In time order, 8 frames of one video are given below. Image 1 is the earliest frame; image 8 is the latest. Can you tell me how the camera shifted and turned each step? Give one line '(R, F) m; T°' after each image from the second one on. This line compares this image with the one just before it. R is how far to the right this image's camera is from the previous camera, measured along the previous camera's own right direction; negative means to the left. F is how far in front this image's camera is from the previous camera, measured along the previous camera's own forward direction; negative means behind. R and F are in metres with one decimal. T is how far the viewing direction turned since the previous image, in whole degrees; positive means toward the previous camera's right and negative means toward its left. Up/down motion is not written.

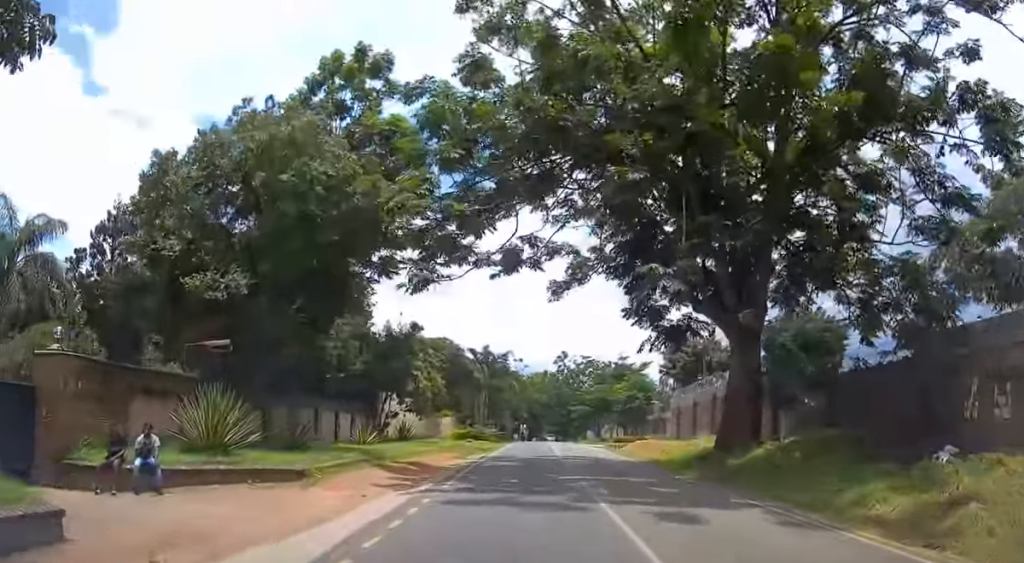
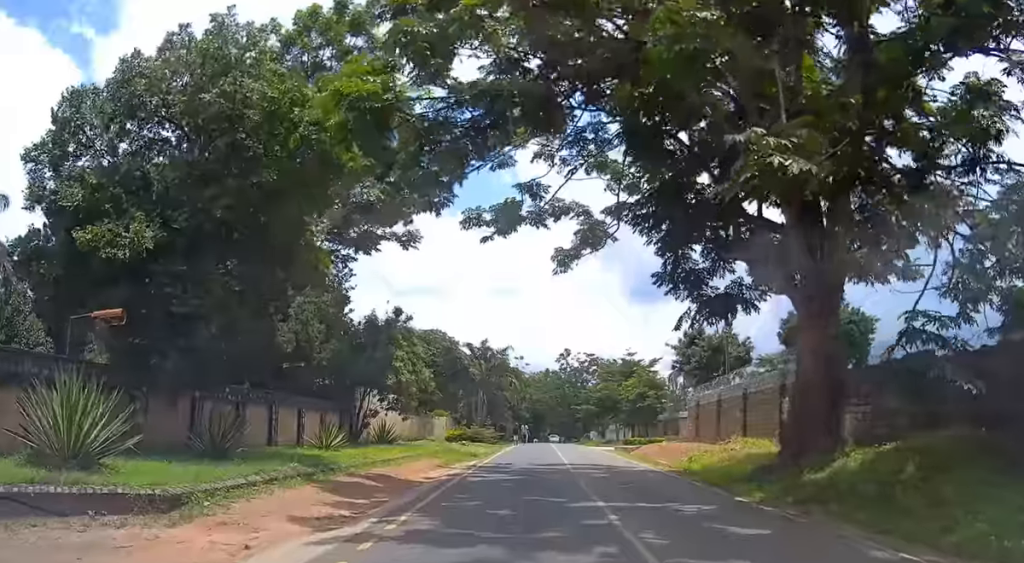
(-0.1, +5.6) m; +1°
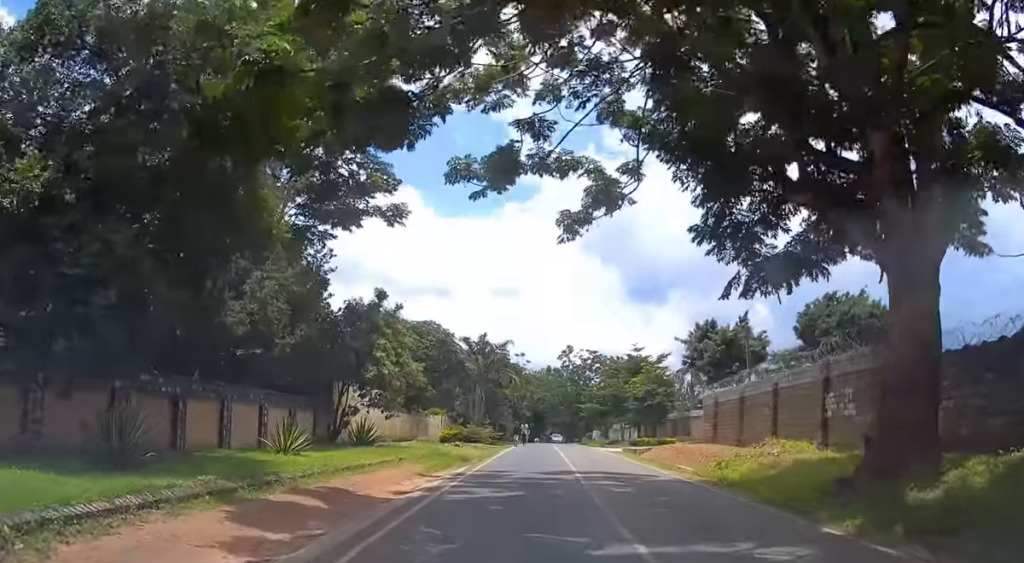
(0.0, +4.2) m; 0°
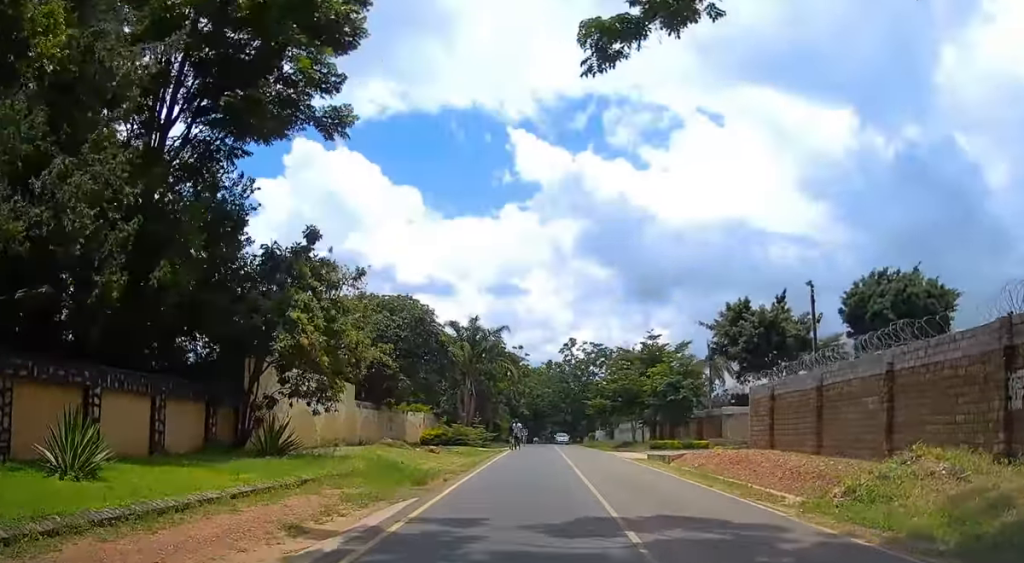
(+0.1, +10.2) m; 0°
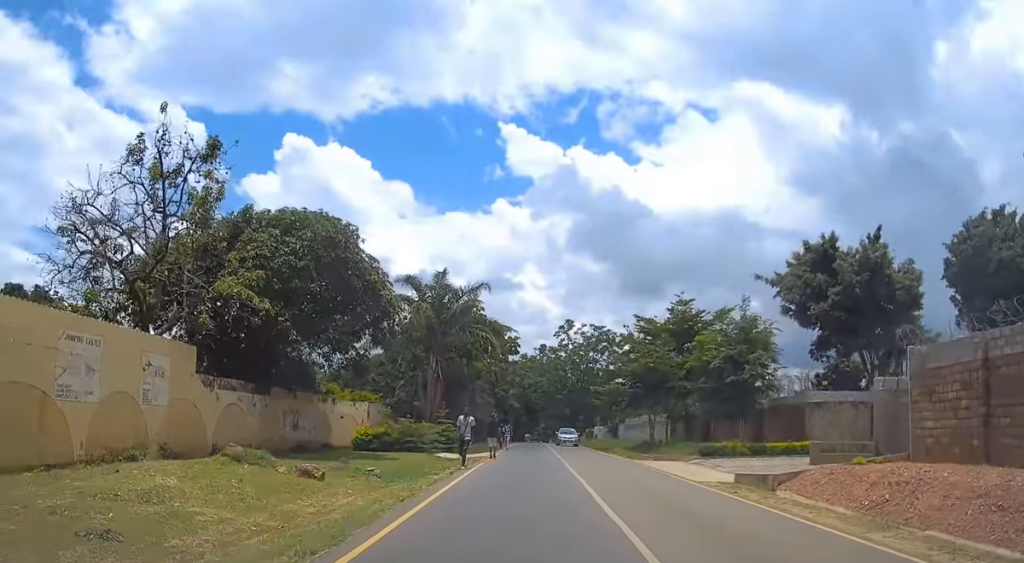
(-0.1, +17.0) m; 0°
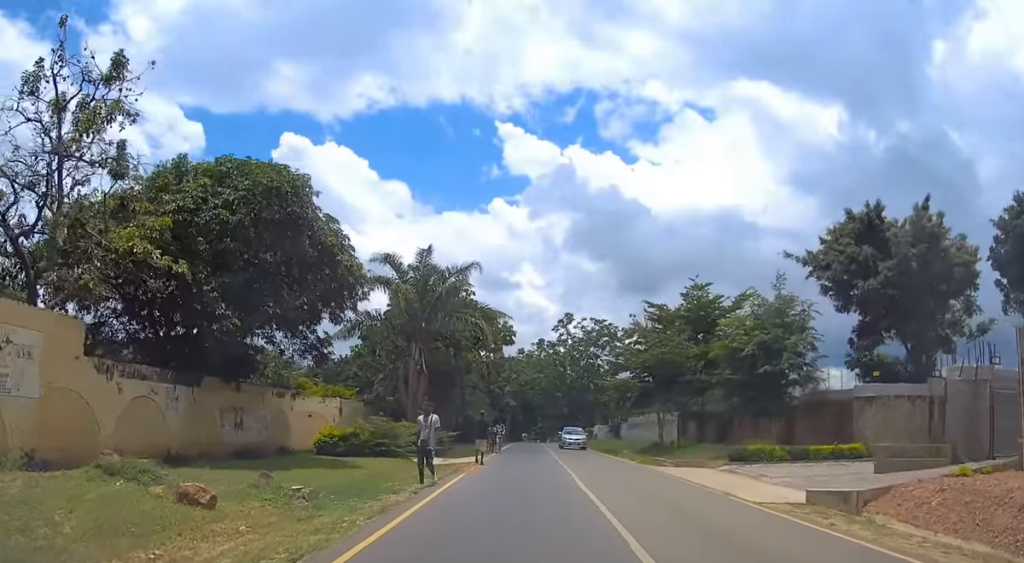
(0.0, +5.4) m; 0°
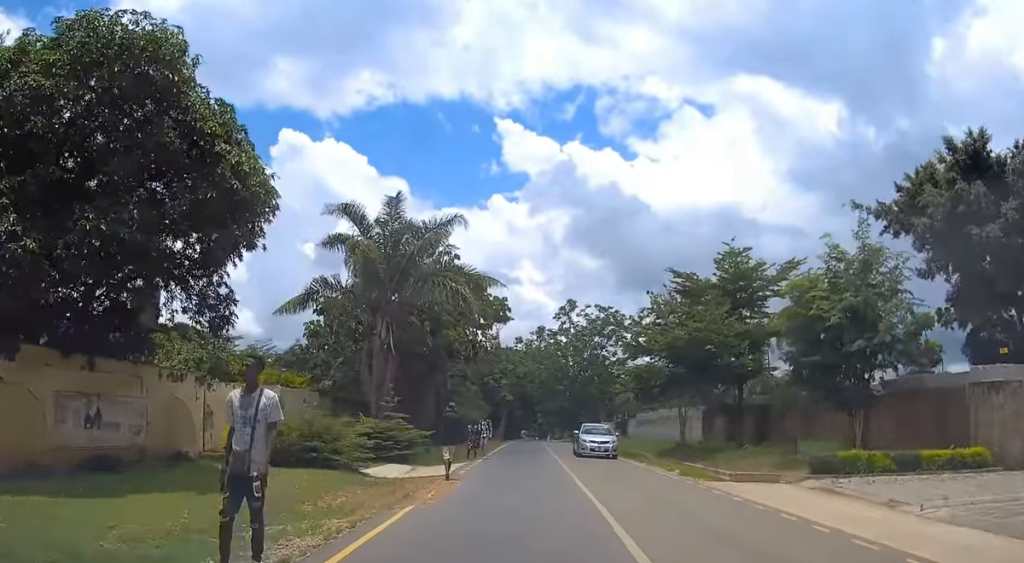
(0.0, +8.3) m; +1°
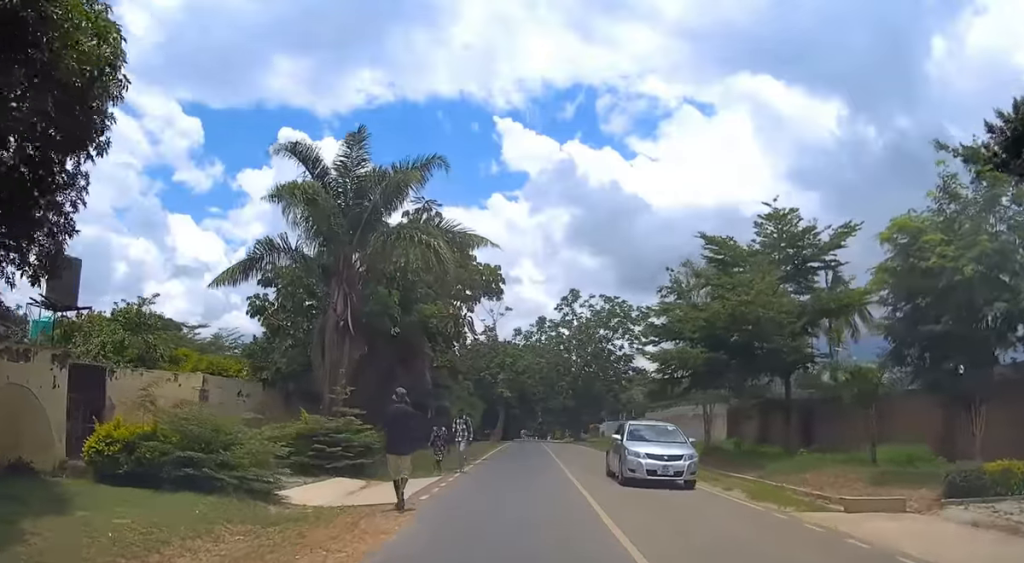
(0.0, +6.7) m; 0°
